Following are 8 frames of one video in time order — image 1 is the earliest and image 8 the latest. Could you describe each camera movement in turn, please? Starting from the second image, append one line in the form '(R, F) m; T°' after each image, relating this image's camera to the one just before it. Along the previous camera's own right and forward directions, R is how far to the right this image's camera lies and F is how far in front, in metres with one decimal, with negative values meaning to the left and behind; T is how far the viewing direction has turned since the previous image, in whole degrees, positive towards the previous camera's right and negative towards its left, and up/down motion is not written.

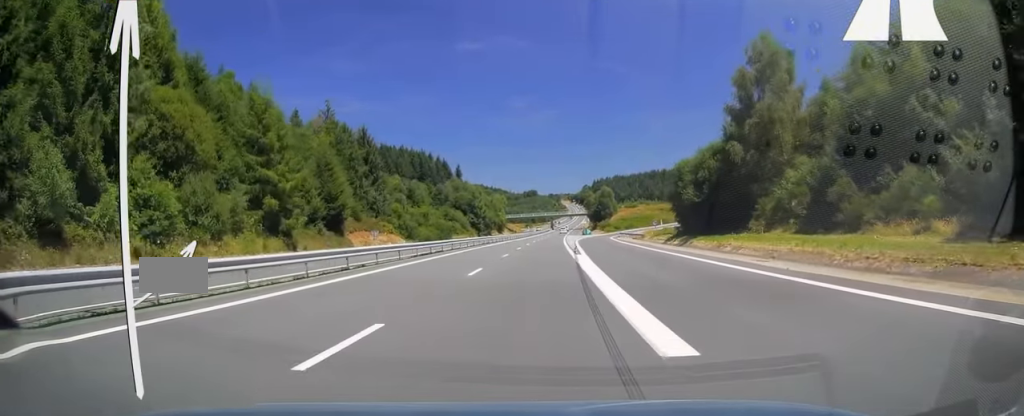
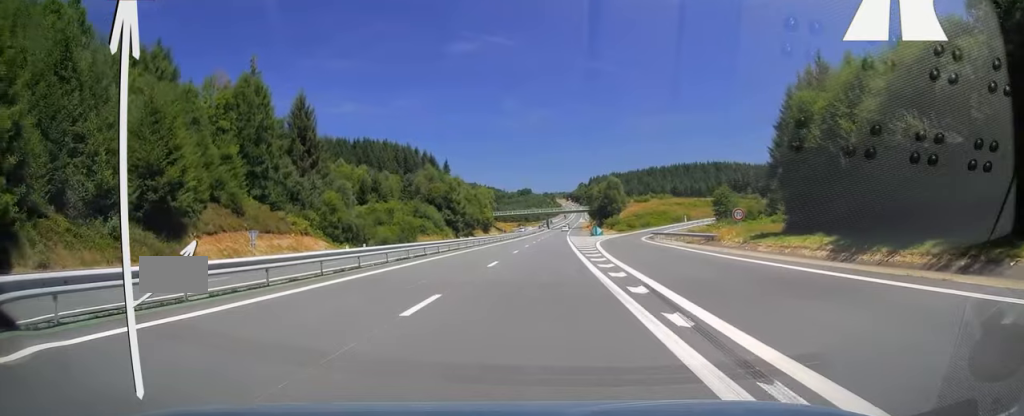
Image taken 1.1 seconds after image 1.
(0.0, +35.1) m; 0°
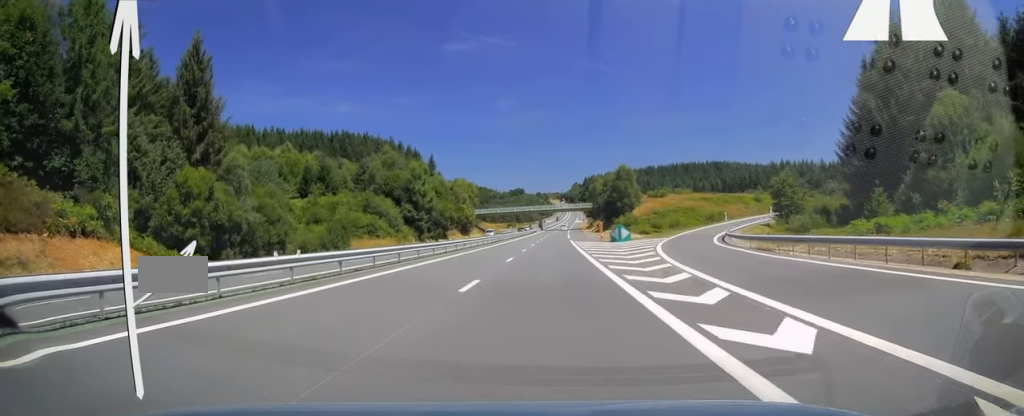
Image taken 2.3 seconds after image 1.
(+0.3, +35.1) m; +1°
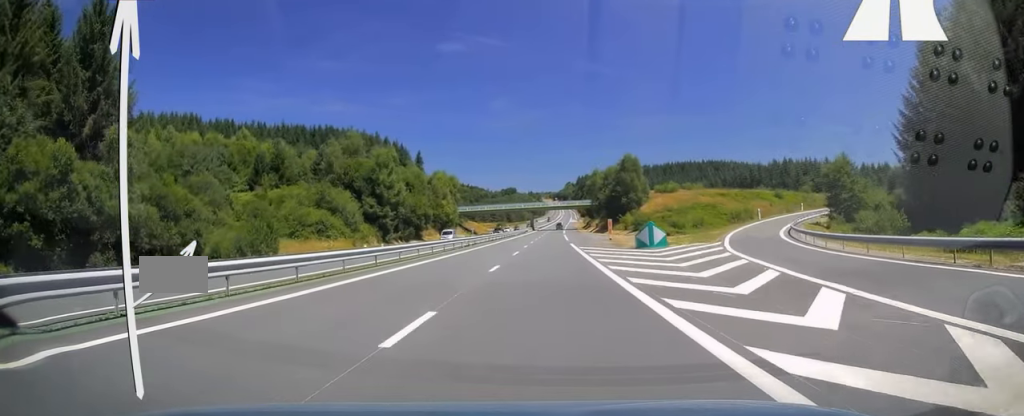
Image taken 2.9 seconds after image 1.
(+0.1, +19.6) m; 0°
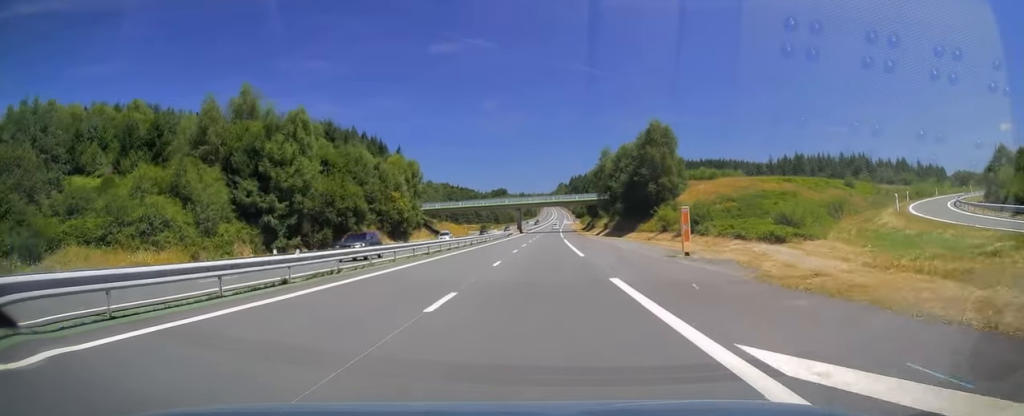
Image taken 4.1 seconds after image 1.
(+0.1, +36.2) m; 0°
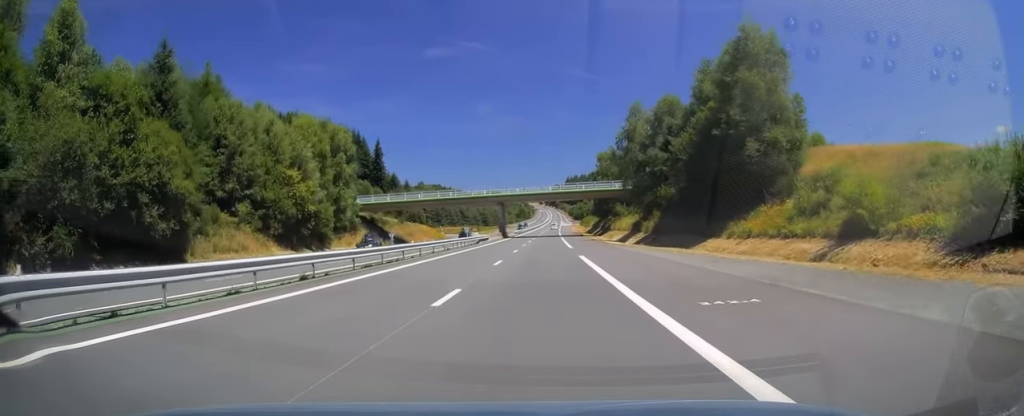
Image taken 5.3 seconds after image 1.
(+0.3, +38.2) m; +1°
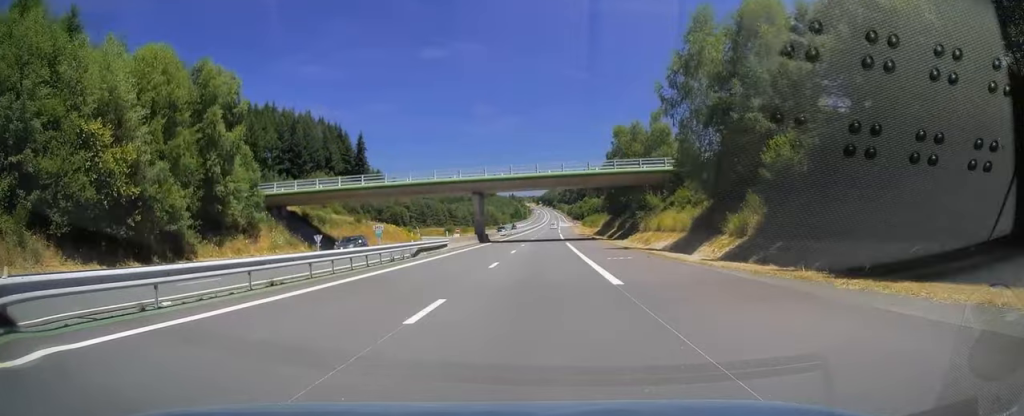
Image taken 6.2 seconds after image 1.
(+0.2, +28.3) m; 0°
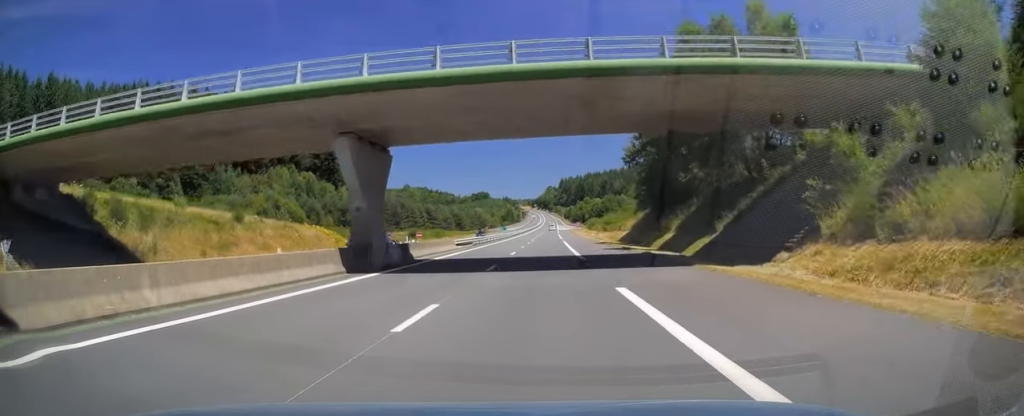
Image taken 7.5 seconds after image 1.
(0.0, +39.5) m; 0°
